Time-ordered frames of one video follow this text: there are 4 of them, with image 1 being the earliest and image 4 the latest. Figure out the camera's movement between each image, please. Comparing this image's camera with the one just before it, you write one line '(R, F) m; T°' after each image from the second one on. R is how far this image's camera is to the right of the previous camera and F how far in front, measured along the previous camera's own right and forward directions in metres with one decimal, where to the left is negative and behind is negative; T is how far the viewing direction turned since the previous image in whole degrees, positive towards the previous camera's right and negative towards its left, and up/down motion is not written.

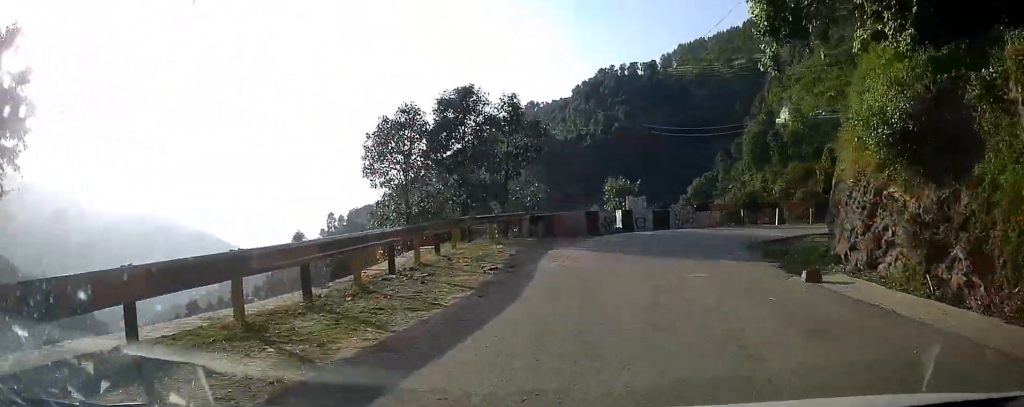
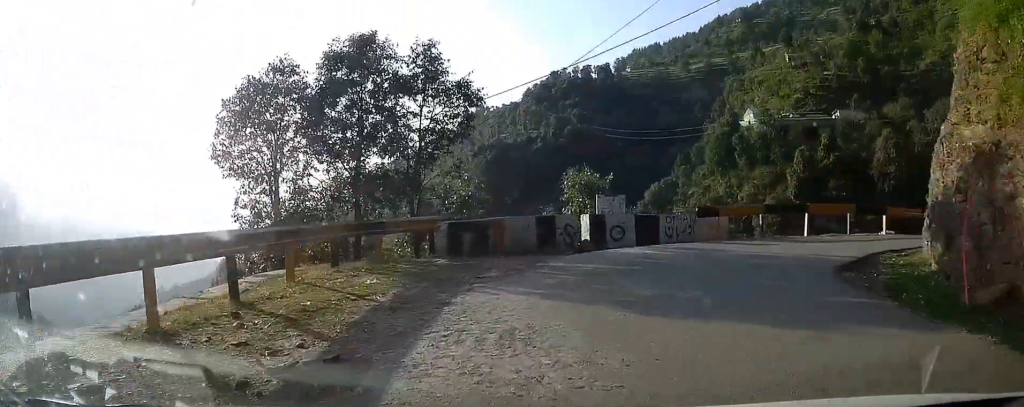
(+0.2, +6.3) m; +4°
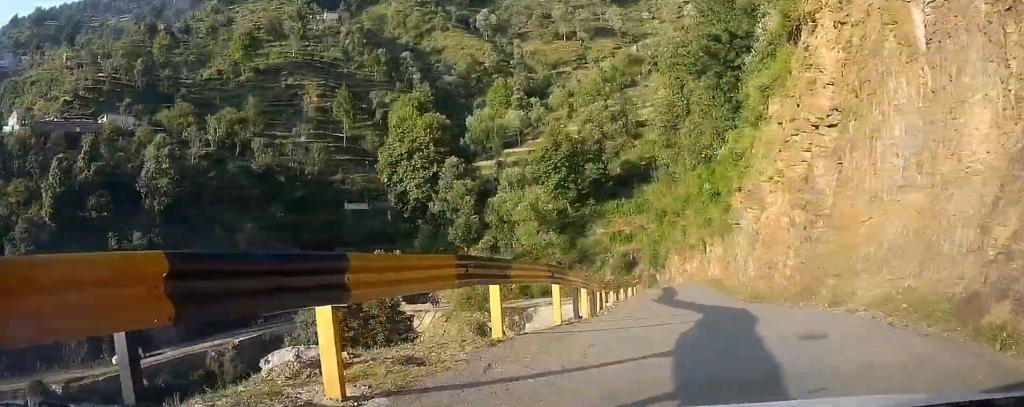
(+8.2, +21.6) m; +60°
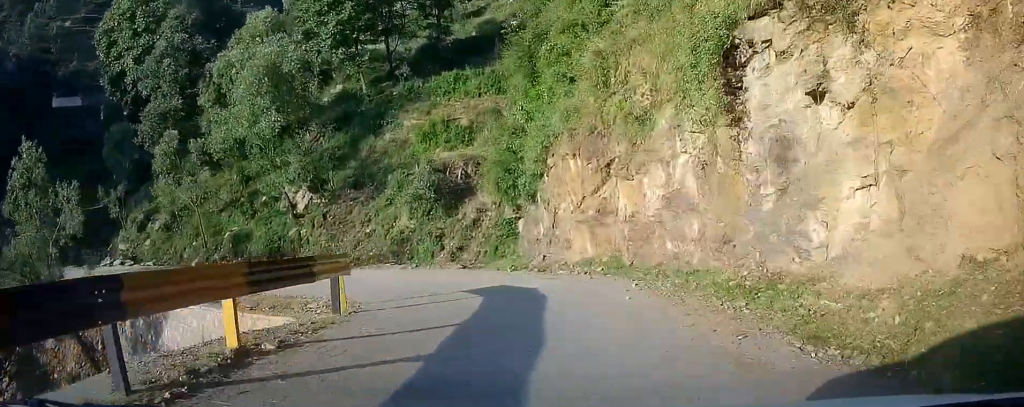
(+15.4, +38.2) m; +22°
